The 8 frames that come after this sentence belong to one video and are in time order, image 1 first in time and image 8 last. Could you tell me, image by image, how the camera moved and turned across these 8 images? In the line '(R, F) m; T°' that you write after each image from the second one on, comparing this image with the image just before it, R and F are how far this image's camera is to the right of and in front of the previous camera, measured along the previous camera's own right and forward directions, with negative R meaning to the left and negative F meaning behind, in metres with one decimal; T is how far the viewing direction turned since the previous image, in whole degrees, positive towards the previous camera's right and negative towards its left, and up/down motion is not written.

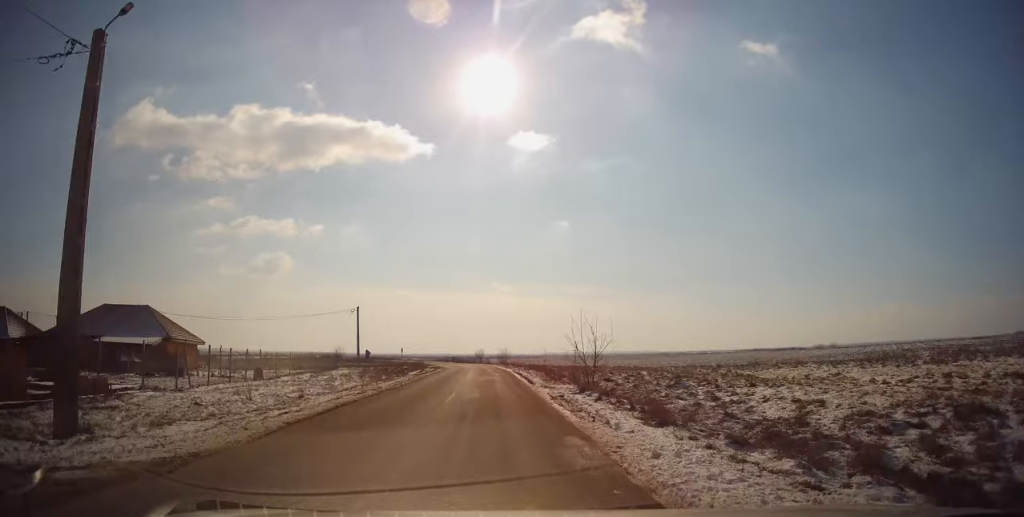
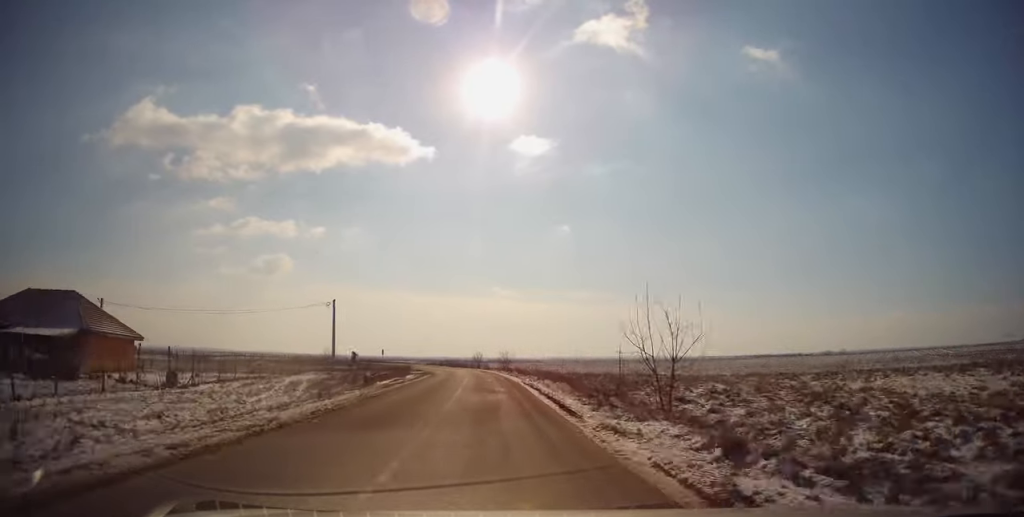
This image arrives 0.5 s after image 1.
(+0.2, +11.1) m; 0°
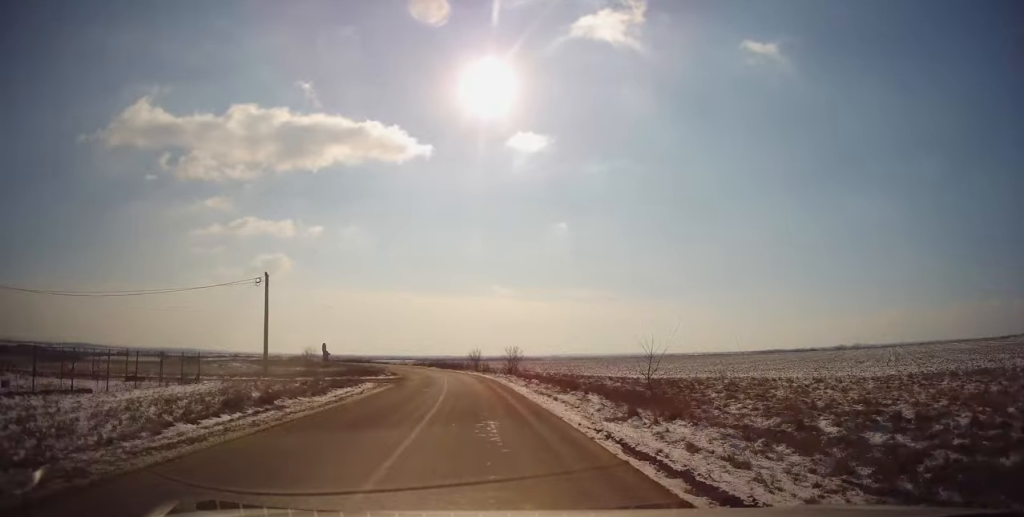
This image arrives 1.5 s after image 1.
(-0.3, +19.6) m; -2°
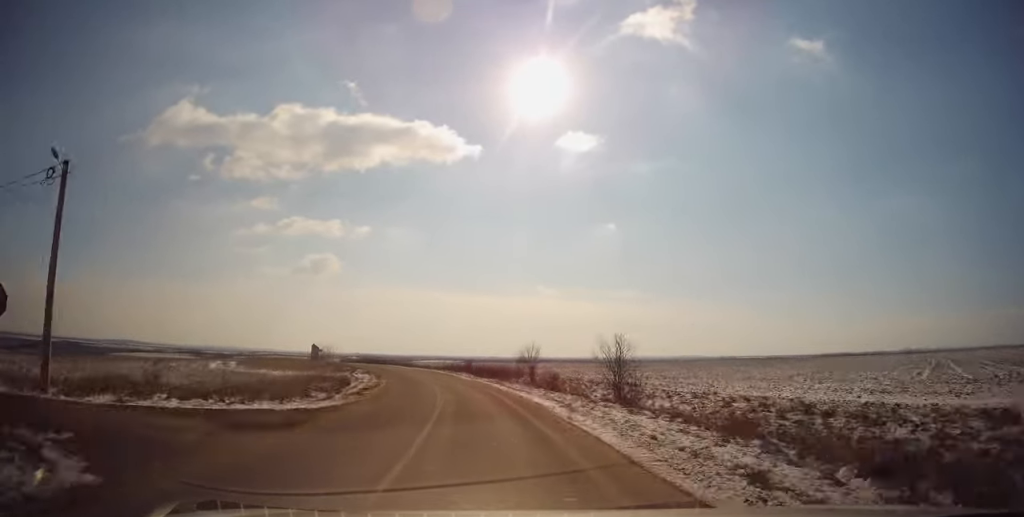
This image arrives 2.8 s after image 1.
(-1.0, +27.7) m; -5°
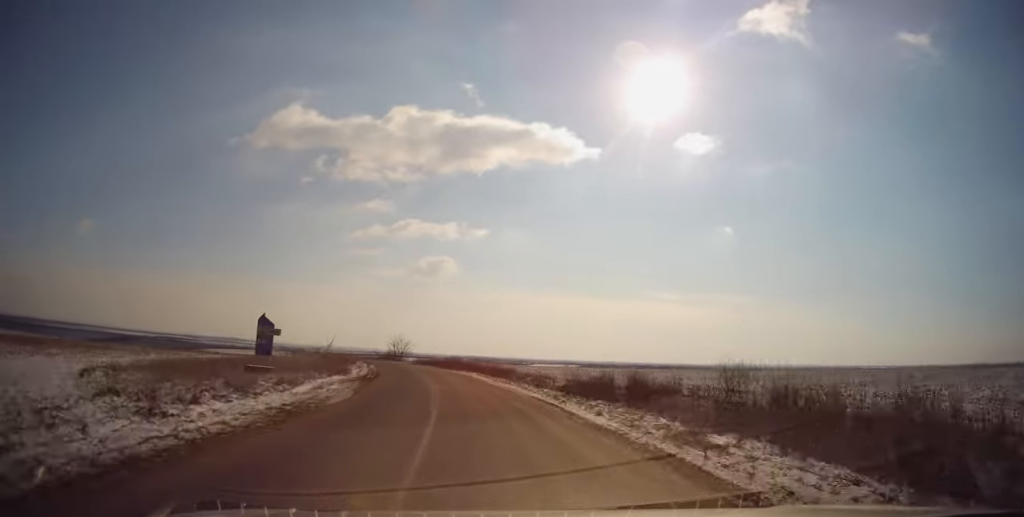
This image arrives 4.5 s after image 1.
(-3.5, +37.8) m; -11°
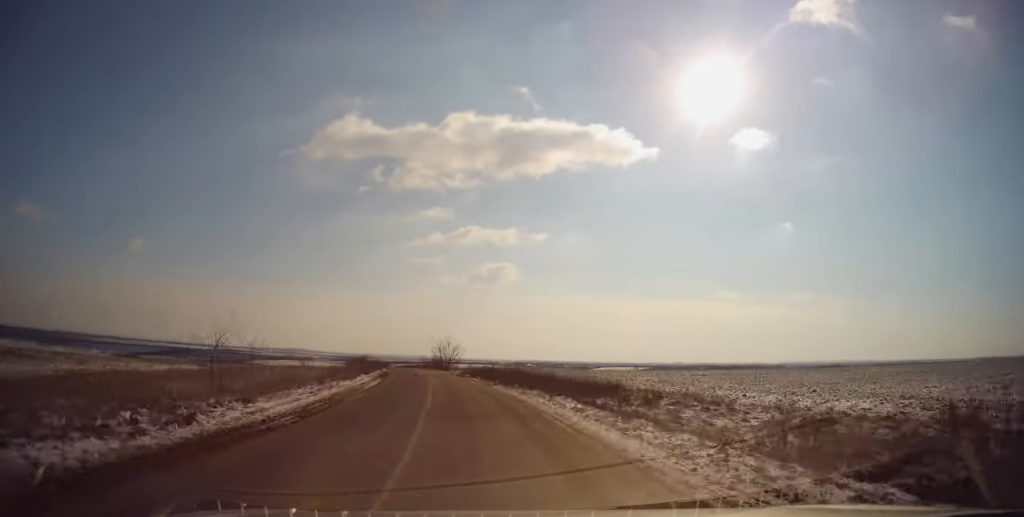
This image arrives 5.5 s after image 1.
(-0.9, +20.2) m; -6°
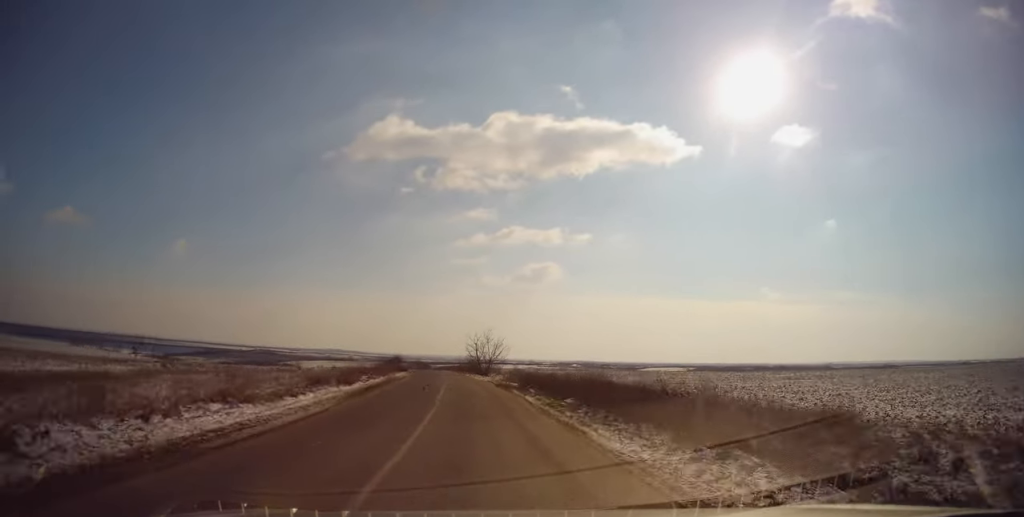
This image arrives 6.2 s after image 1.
(-0.9, +16.0) m; -4°
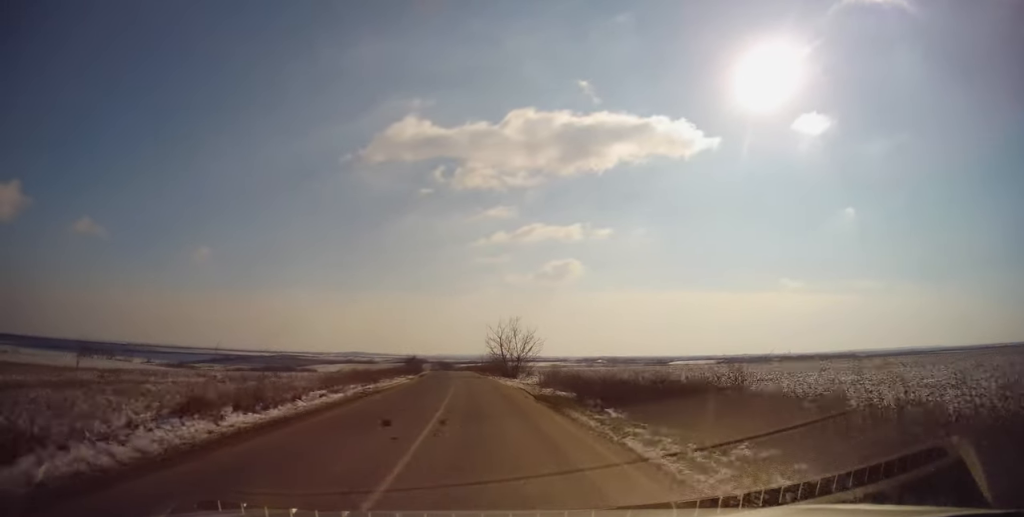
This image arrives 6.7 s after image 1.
(-0.3, +11.7) m; -2°
